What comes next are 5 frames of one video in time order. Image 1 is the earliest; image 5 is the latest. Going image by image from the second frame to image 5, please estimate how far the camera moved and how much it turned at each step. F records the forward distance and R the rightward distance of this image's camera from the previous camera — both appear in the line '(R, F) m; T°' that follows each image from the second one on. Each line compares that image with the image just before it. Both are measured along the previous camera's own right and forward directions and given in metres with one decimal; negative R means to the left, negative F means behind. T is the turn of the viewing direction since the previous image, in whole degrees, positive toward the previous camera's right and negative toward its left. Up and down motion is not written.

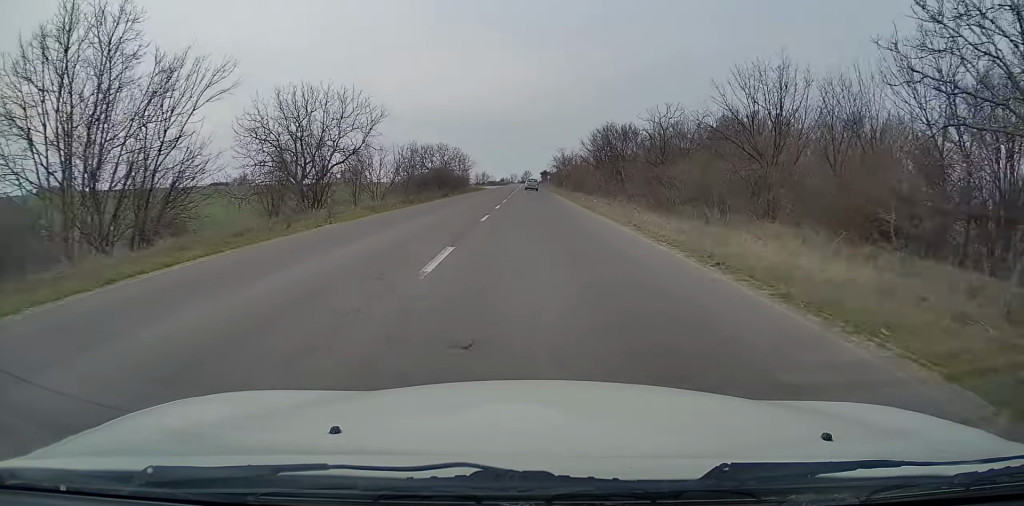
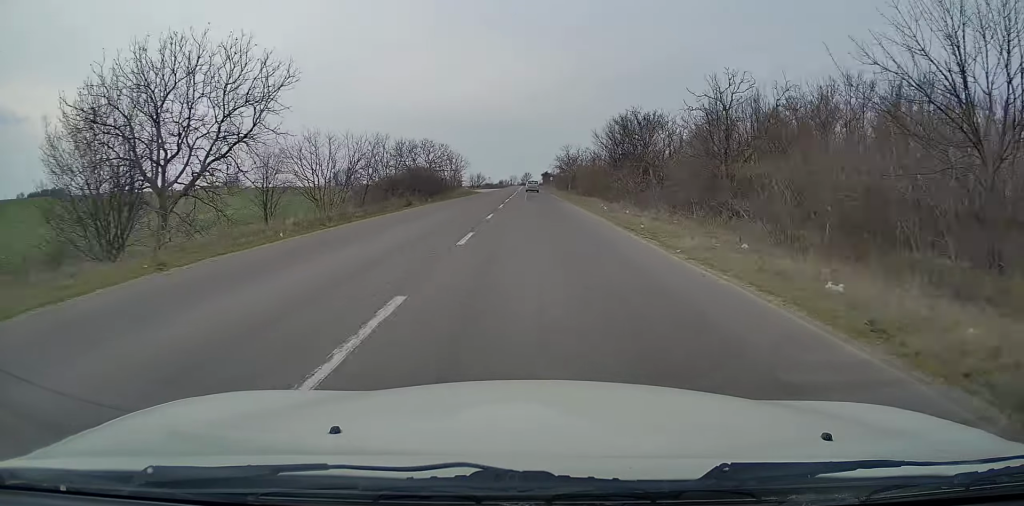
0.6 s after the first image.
(0.0, +14.8) m; 0°
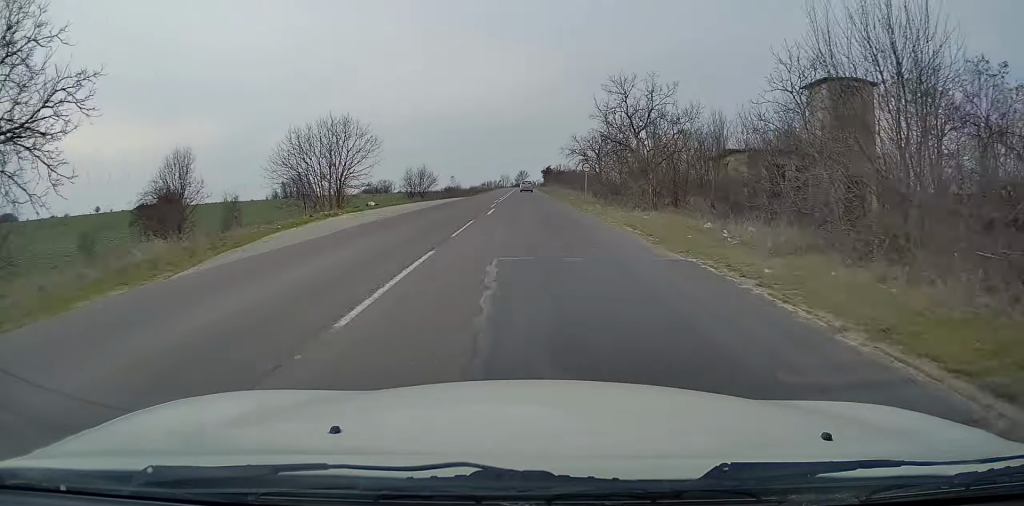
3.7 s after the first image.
(0.0, +71.6) m; 0°
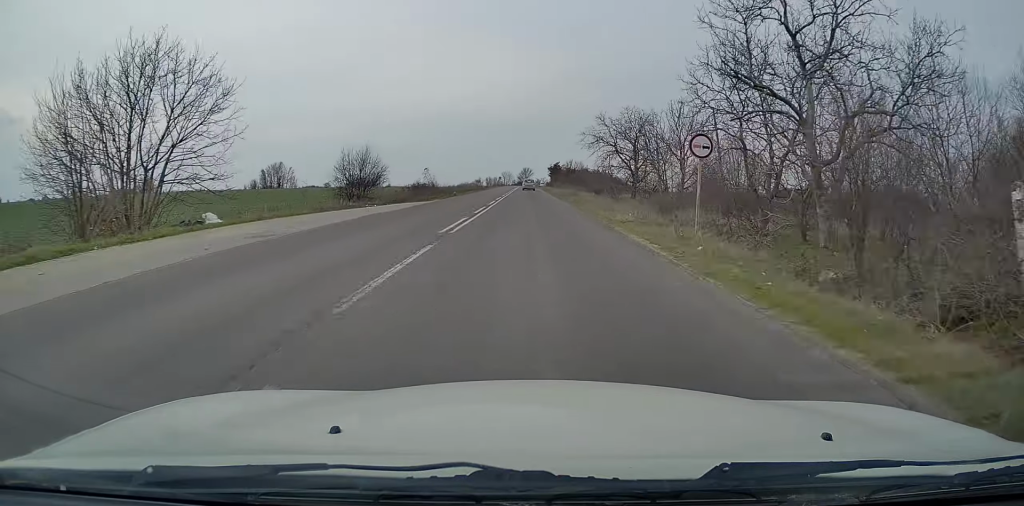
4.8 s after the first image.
(0.0, +26.3) m; 0°
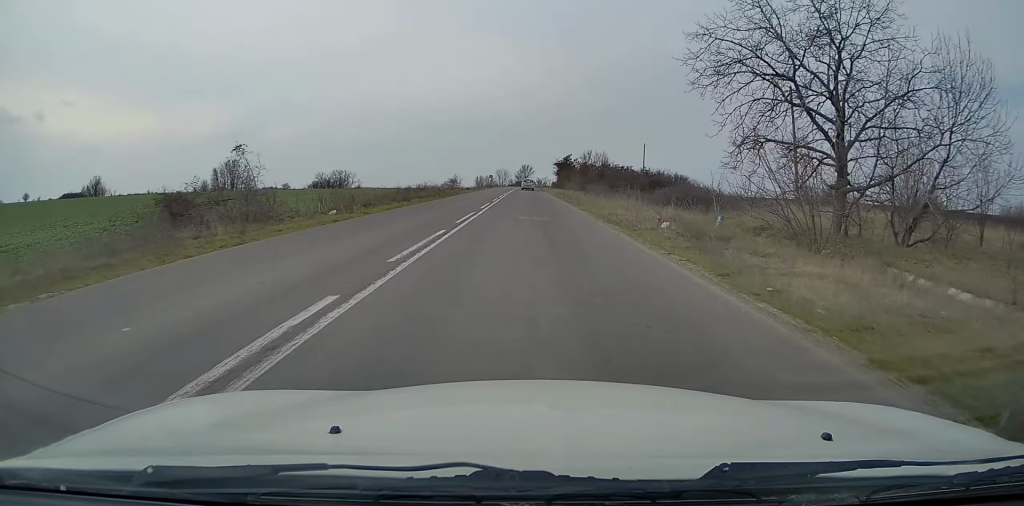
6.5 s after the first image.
(-0.3, +41.7) m; 0°
